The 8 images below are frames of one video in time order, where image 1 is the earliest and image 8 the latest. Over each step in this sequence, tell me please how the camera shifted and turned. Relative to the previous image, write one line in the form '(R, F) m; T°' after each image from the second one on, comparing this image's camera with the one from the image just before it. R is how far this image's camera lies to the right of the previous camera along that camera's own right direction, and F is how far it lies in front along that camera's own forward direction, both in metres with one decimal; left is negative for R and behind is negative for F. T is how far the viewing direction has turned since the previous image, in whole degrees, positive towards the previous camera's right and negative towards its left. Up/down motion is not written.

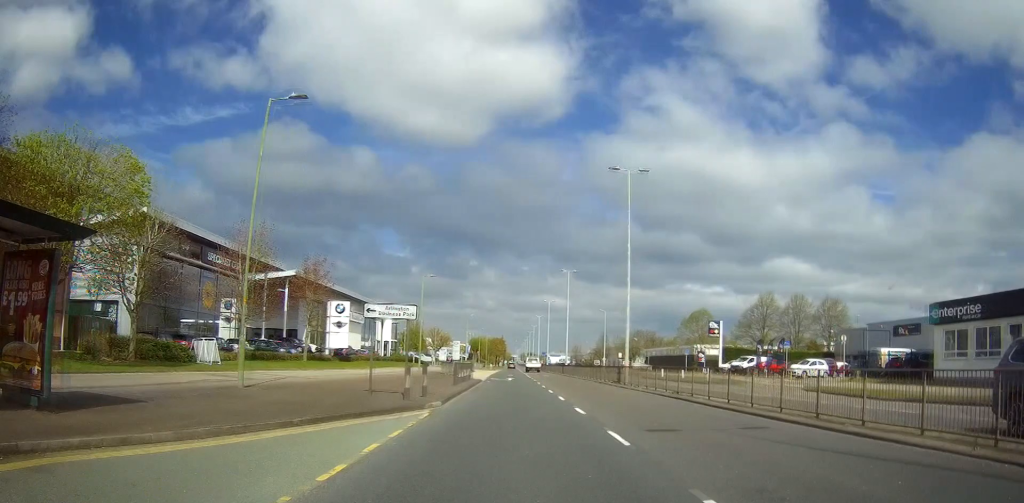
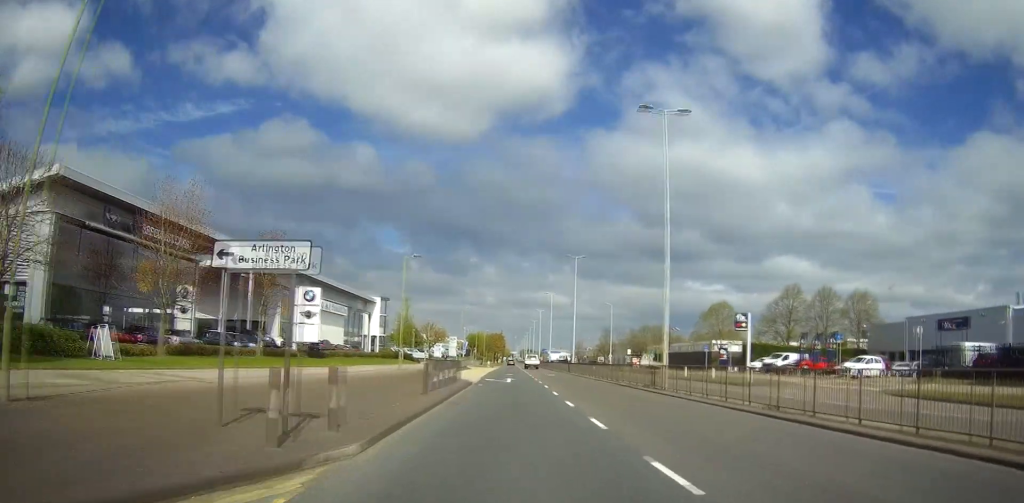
(0.0, +9.9) m; 0°
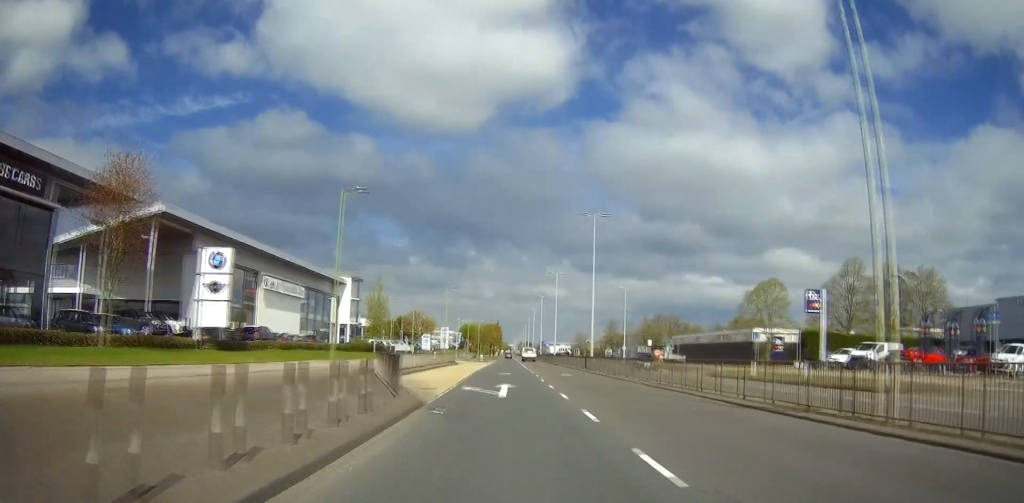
(+0.1, +17.9) m; 0°
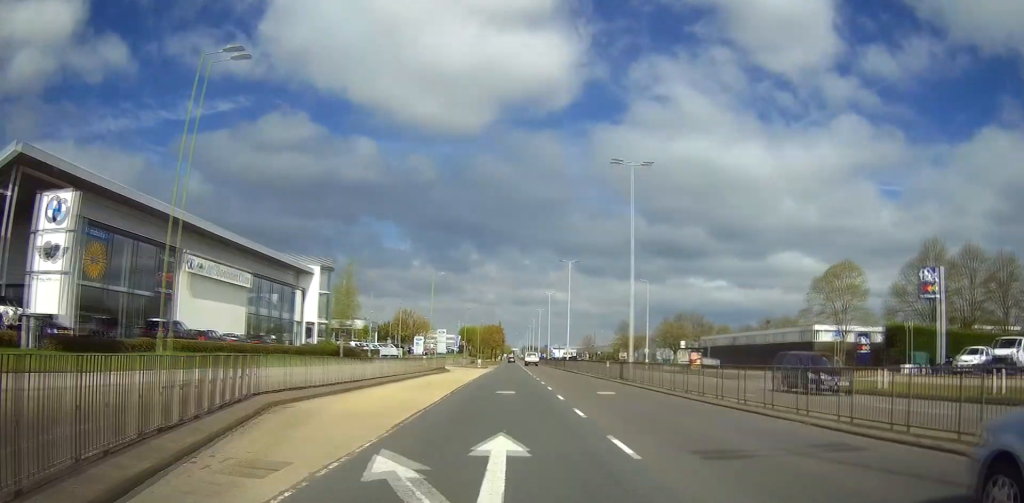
(0.0, +16.1) m; 0°
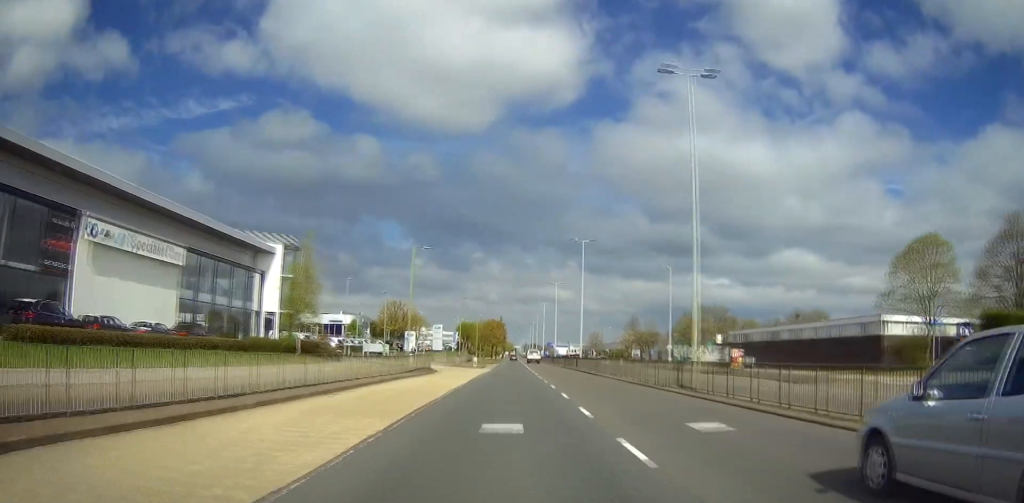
(-0.1, +12.9) m; 0°
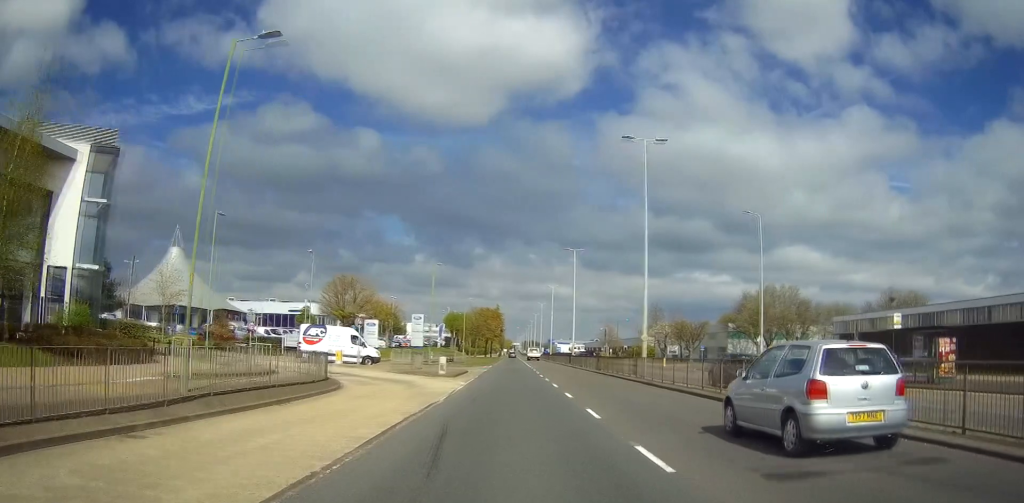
(-0.2, +31.1) m; 0°
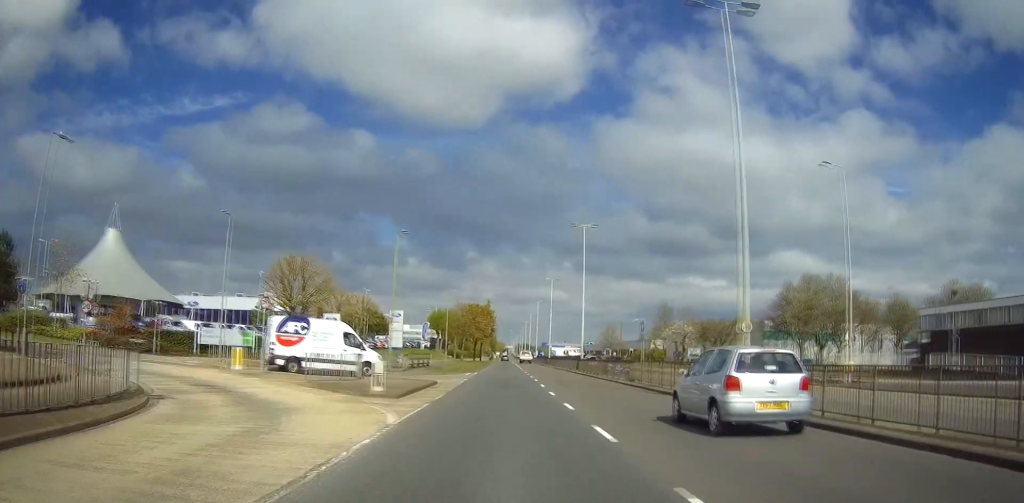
(+0.1, +15.5) m; 0°
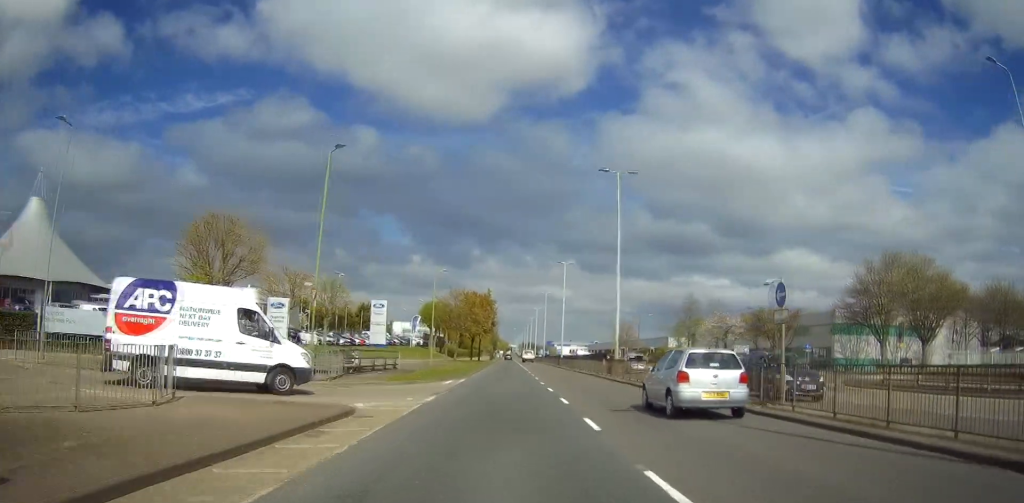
(0.0, +16.8) m; 0°
